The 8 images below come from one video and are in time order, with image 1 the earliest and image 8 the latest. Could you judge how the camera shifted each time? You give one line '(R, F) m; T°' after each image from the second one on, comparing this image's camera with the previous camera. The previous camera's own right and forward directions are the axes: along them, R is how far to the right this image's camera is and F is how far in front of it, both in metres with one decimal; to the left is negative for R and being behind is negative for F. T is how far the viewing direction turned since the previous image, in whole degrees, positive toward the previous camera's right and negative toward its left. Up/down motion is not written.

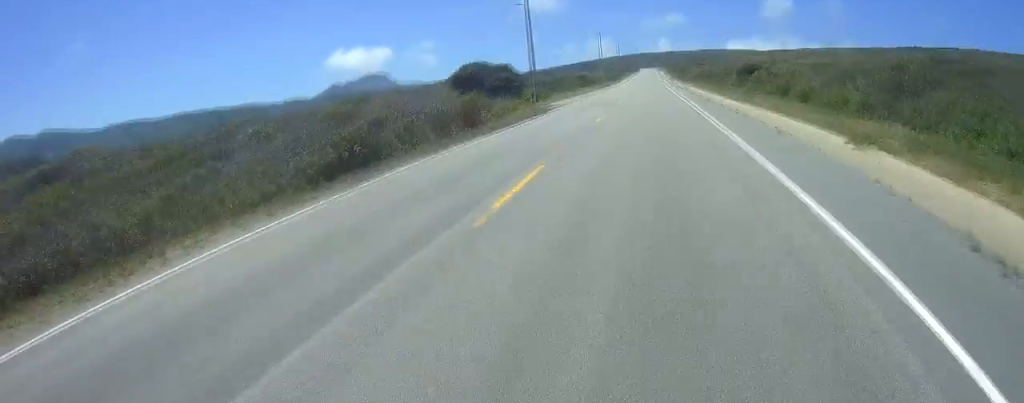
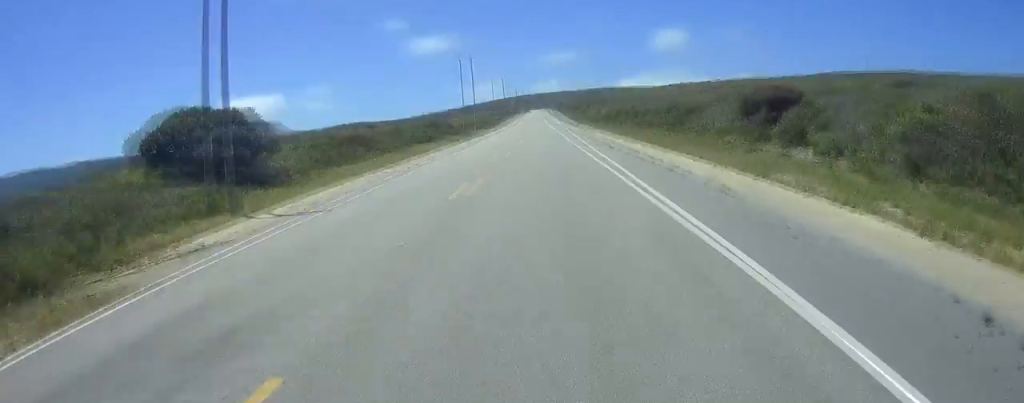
(-0.3, +36.6) m; -1°
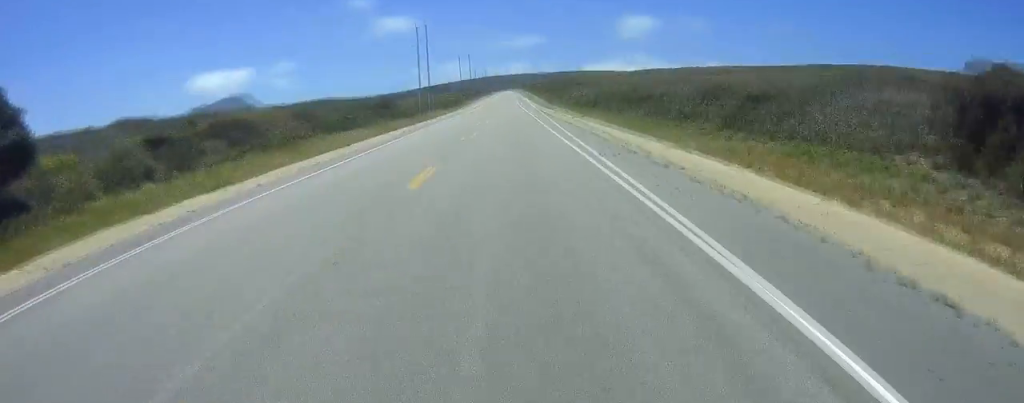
(-0.1, +16.9) m; +1°
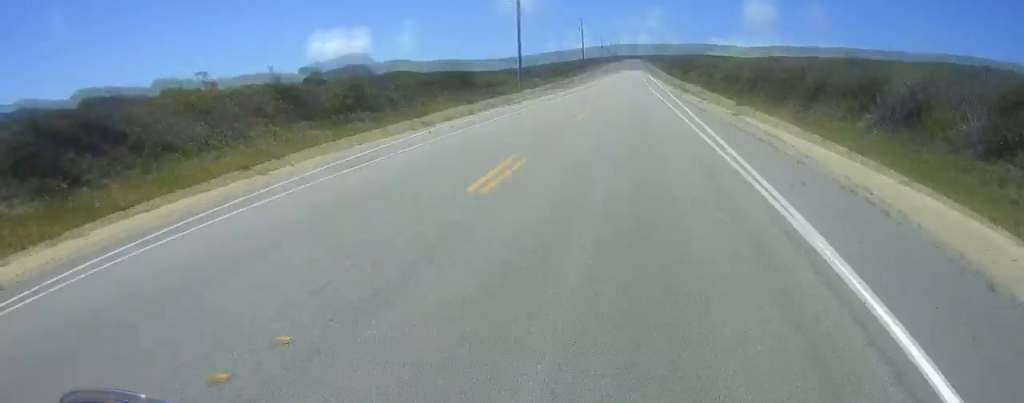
(+0.3, +18.2) m; +1°
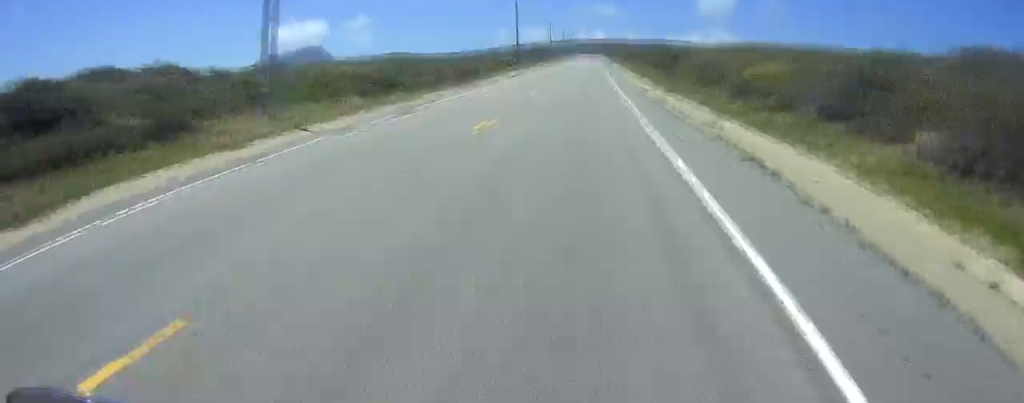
(+0.3, +37.3) m; 0°
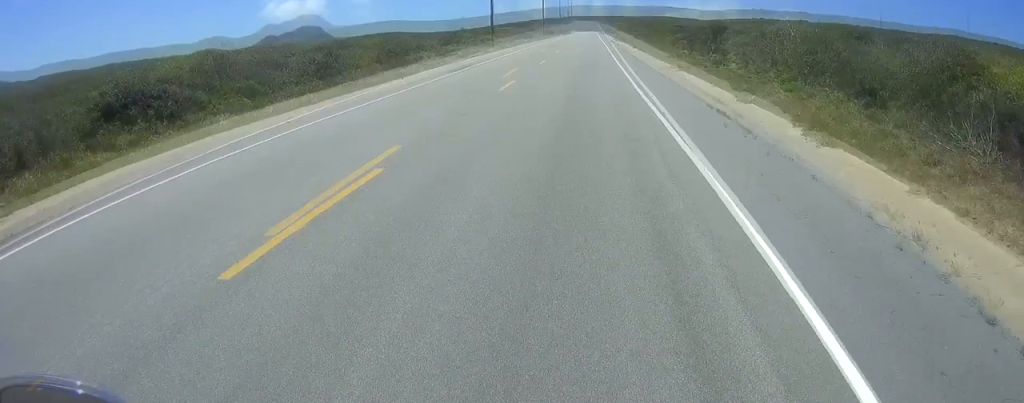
(0.0, +24.2) m; 0°
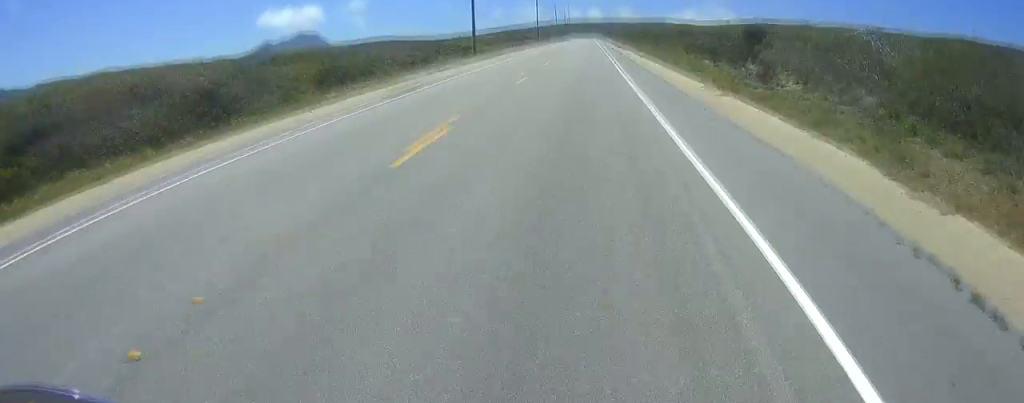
(0.0, +10.4) m; 0°
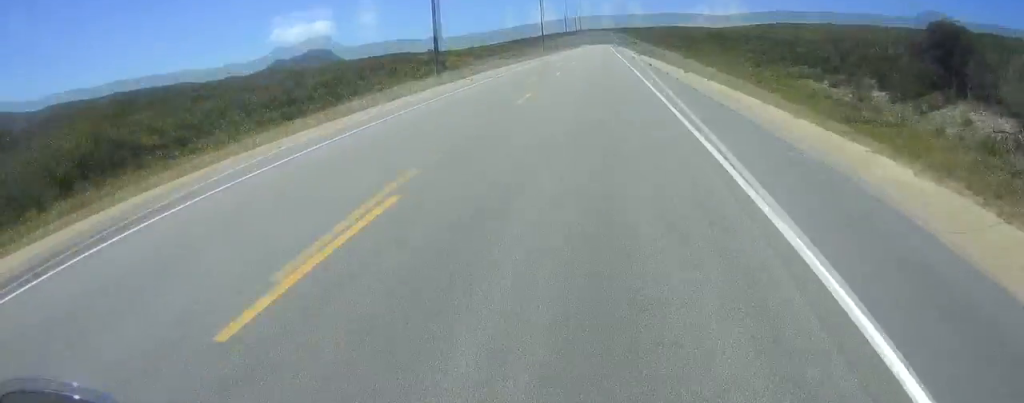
(0.0, +19.7) m; 0°
